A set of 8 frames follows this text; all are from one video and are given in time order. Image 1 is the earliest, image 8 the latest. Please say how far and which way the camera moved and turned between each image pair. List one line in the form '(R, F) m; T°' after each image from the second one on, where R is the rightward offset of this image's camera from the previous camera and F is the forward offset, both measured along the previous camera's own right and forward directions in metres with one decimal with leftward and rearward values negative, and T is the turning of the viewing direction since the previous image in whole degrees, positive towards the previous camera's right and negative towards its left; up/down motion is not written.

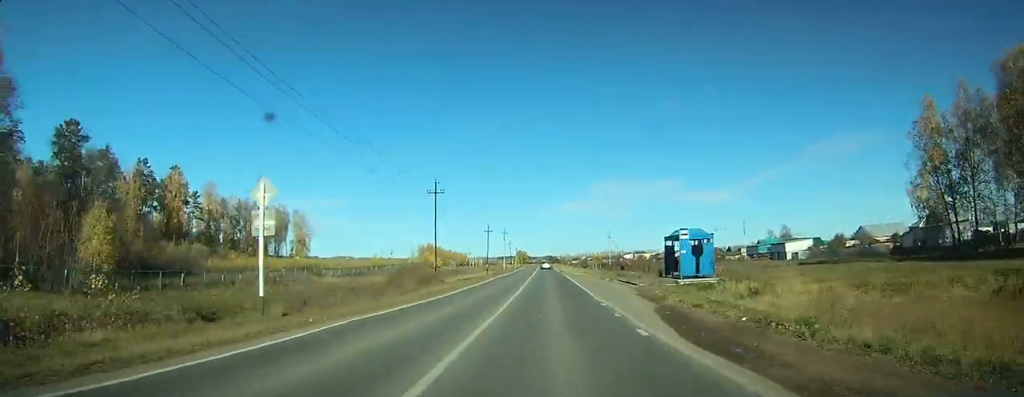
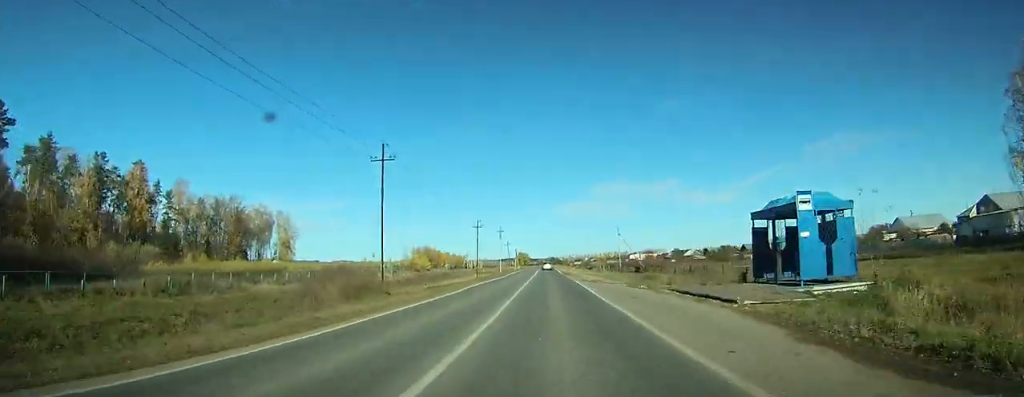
(-0.1, +16.3) m; 0°
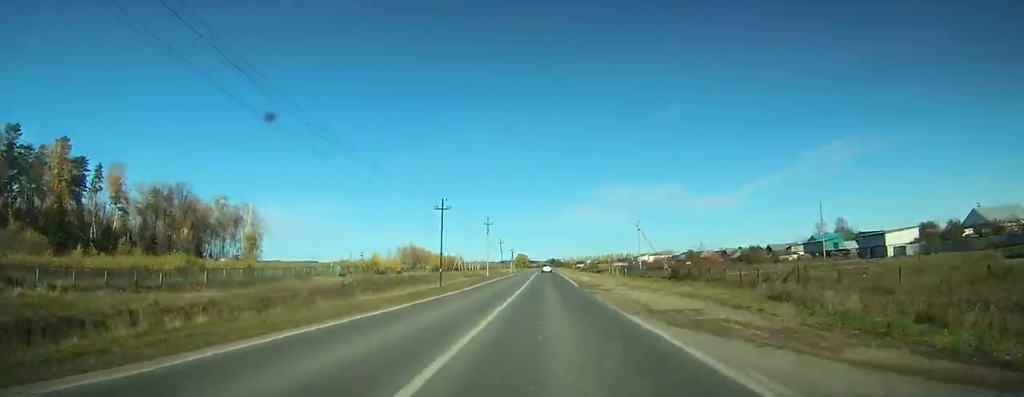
(0.0, +27.7) m; 0°
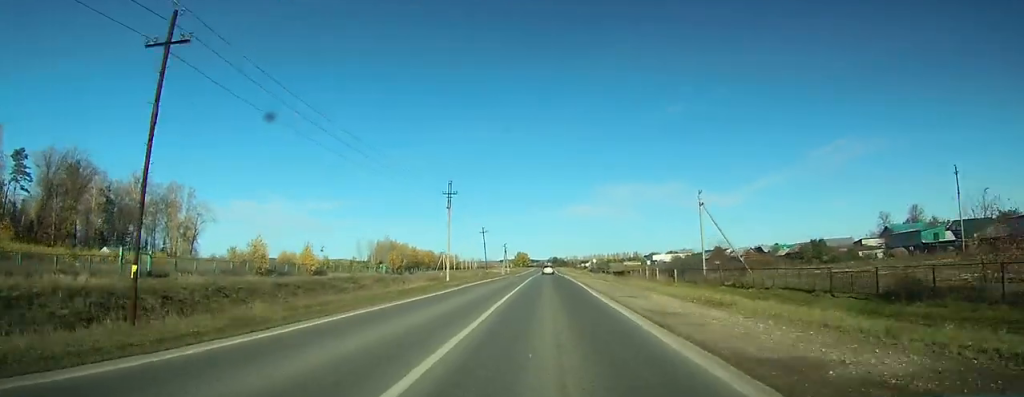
(+0.1, +41.4) m; +1°
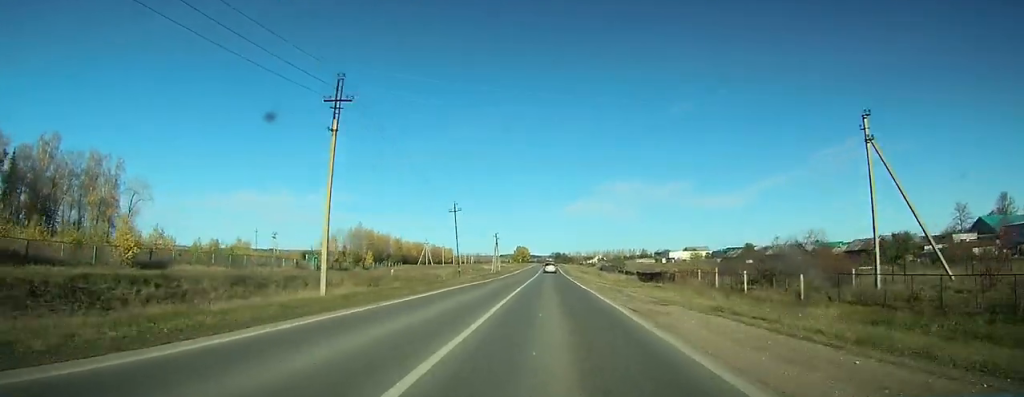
(+0.1, +34.2) m; +1°
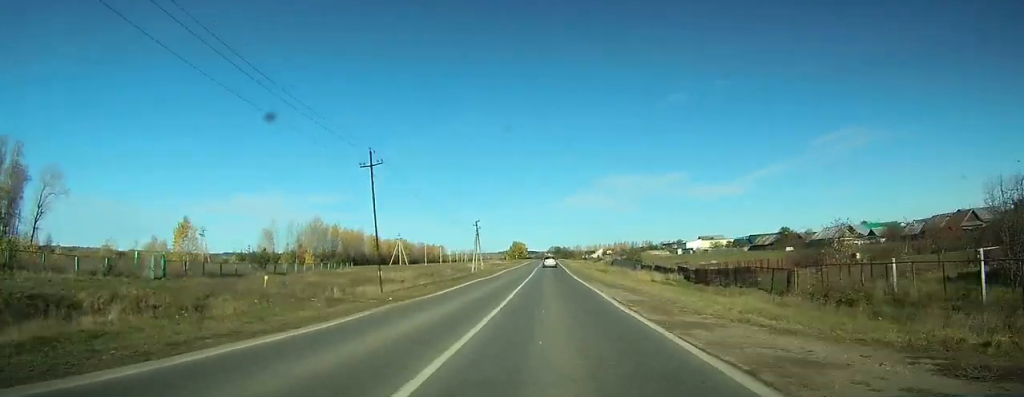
(+0.2, +32.4) m; +1°
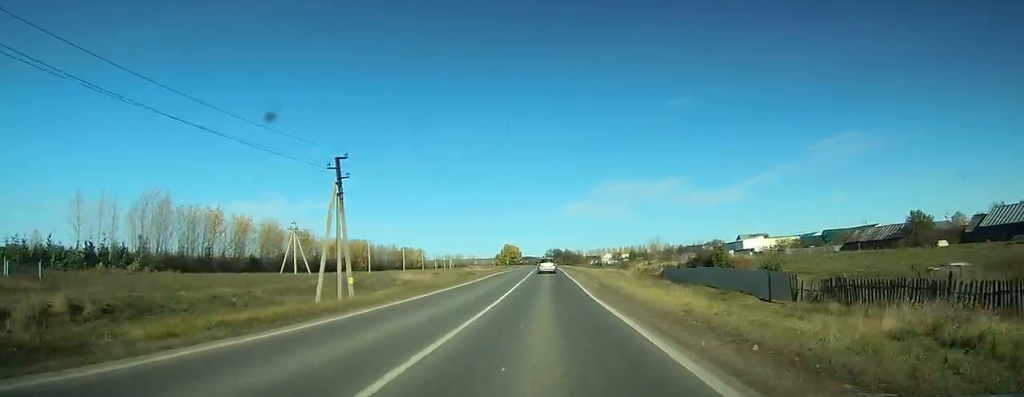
(+1.0, +64.6) m; +1°
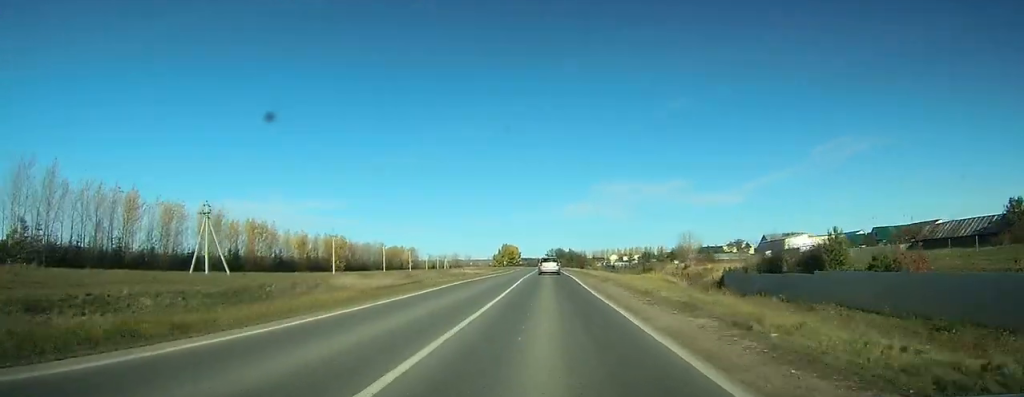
(+0.2, +26.9) m; 0°
